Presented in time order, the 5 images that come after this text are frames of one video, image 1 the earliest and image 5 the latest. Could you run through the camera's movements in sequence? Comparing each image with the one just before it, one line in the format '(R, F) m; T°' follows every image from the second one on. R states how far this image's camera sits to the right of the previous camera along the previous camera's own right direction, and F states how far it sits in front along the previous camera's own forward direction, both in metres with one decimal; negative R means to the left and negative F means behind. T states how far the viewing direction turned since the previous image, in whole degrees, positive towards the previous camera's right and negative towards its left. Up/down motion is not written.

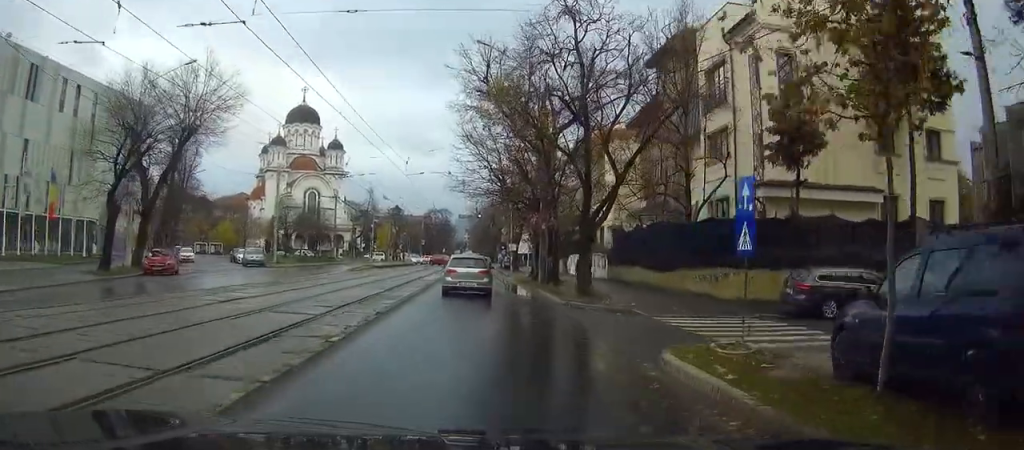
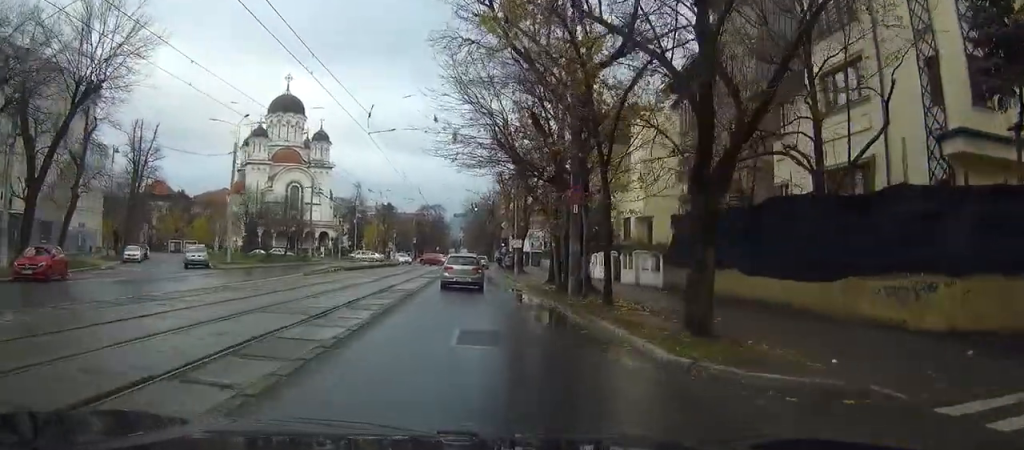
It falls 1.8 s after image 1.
(-0.5, +11.8) m; -5°
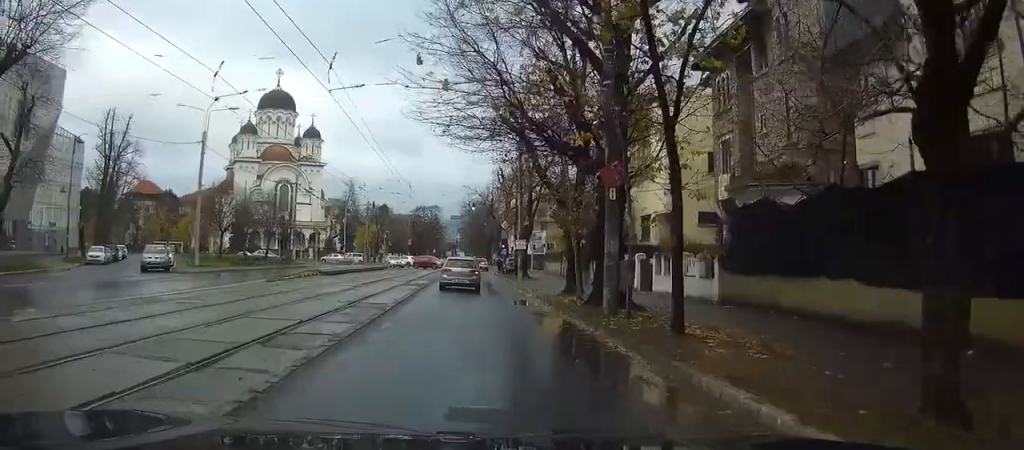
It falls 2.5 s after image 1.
(-0.1, +6.2) m; -1°
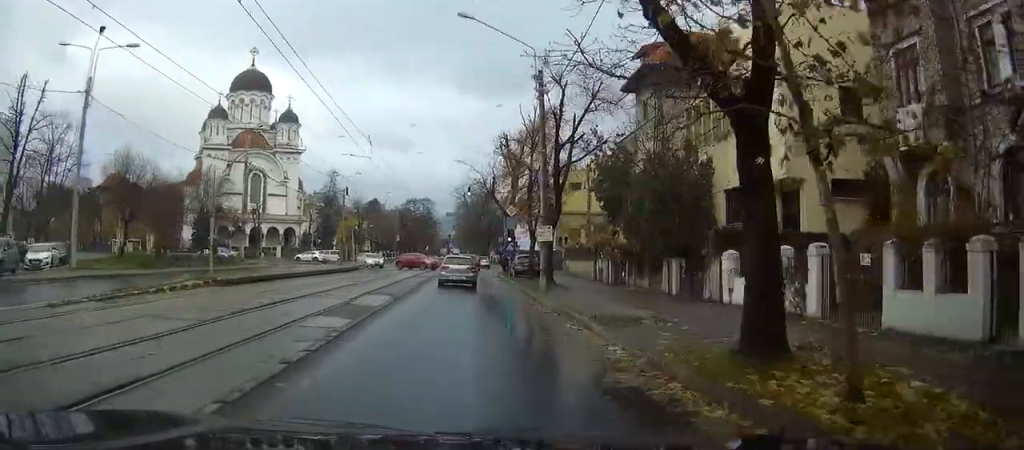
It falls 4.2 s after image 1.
(+0.3, +15.8) m; 0°
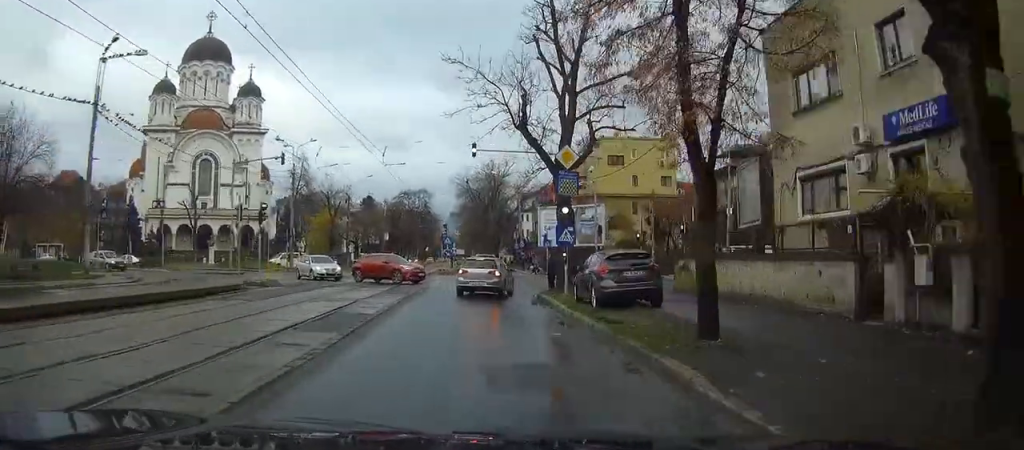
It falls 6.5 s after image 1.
(-0.2, +26.6) m; 0°
